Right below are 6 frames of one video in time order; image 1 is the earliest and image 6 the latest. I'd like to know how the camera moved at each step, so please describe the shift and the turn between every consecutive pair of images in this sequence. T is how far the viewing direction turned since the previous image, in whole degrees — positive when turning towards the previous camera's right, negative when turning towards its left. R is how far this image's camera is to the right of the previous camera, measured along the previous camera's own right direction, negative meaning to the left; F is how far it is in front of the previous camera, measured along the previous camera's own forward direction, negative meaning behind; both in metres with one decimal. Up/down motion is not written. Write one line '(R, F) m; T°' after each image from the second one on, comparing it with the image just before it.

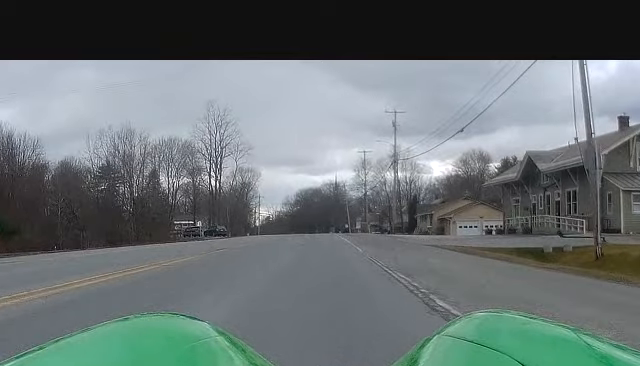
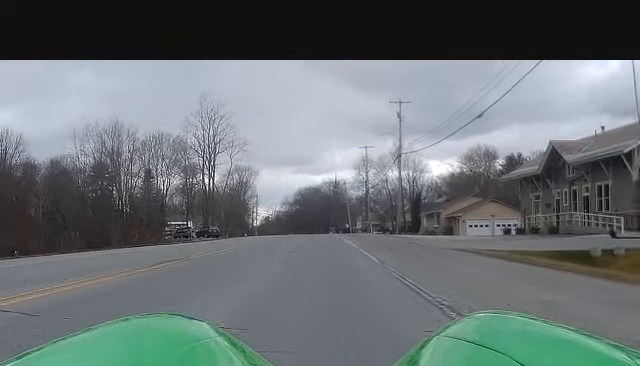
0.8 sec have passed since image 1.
(+0.4, +7.5) m; 0°
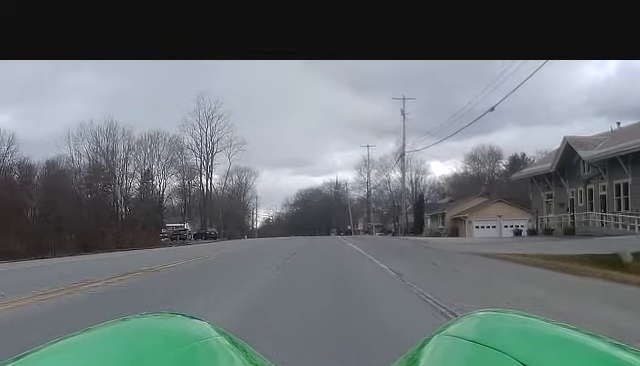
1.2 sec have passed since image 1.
(+0.1, +3.6) m; 0°
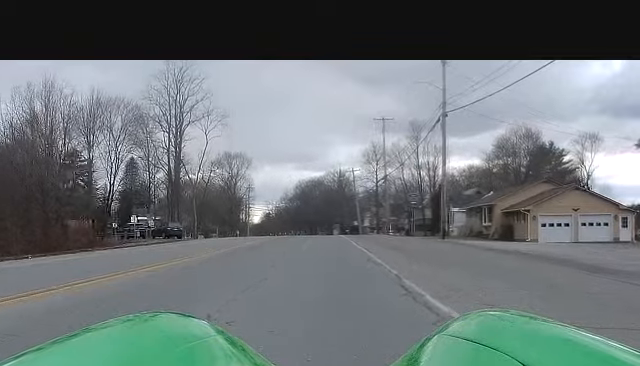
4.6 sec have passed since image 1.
(-0.9, +29.4) m; -2°
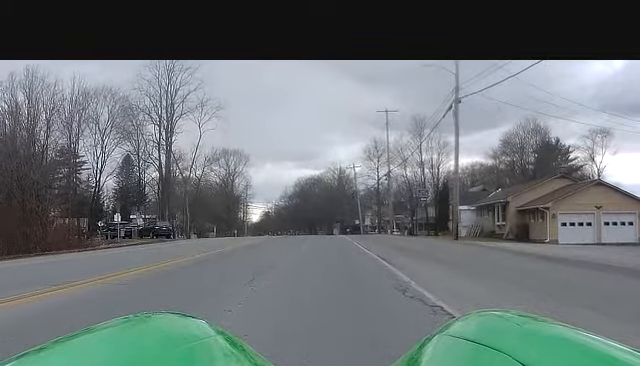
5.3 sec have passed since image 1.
(0.0, +6.0) m; +3°
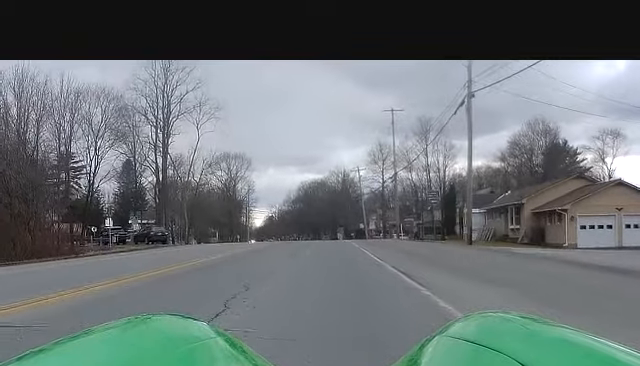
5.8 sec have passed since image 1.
(+0.3, +4.1) m; +1°
